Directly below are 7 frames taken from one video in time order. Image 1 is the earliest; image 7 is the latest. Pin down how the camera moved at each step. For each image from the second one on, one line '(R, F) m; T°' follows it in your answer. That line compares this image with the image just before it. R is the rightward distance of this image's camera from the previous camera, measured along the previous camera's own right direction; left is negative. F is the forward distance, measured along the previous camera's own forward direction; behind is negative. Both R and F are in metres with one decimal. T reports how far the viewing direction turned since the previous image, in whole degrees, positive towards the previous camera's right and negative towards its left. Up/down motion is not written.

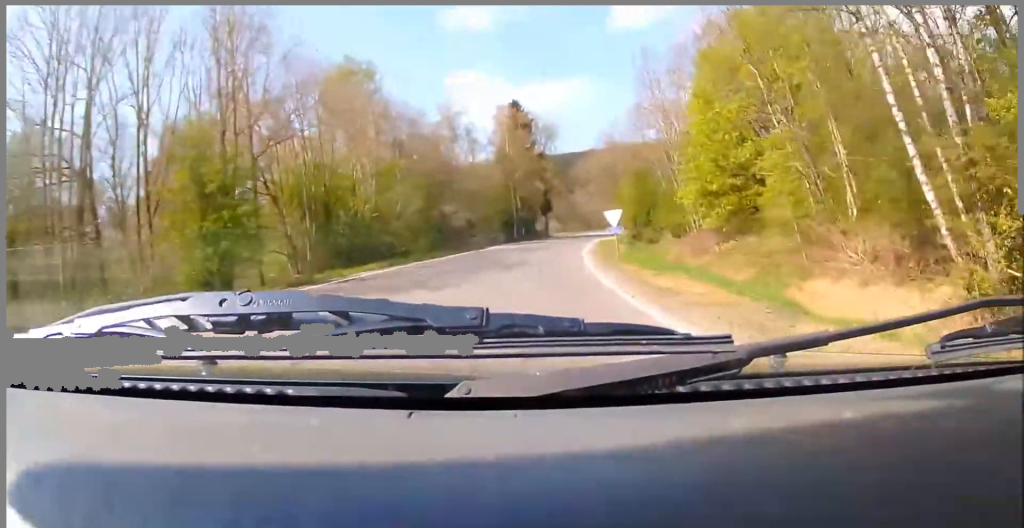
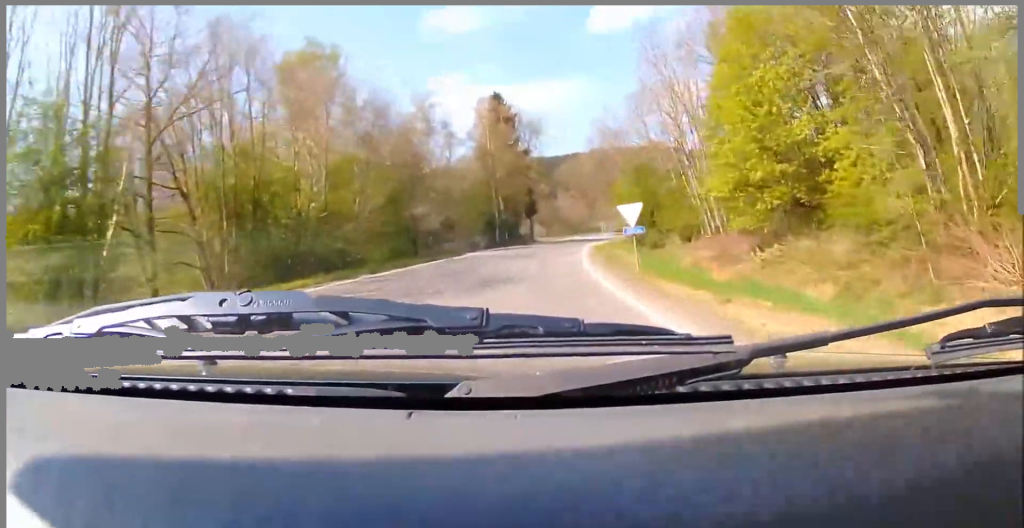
(+0.2, +7.0) m; +1°
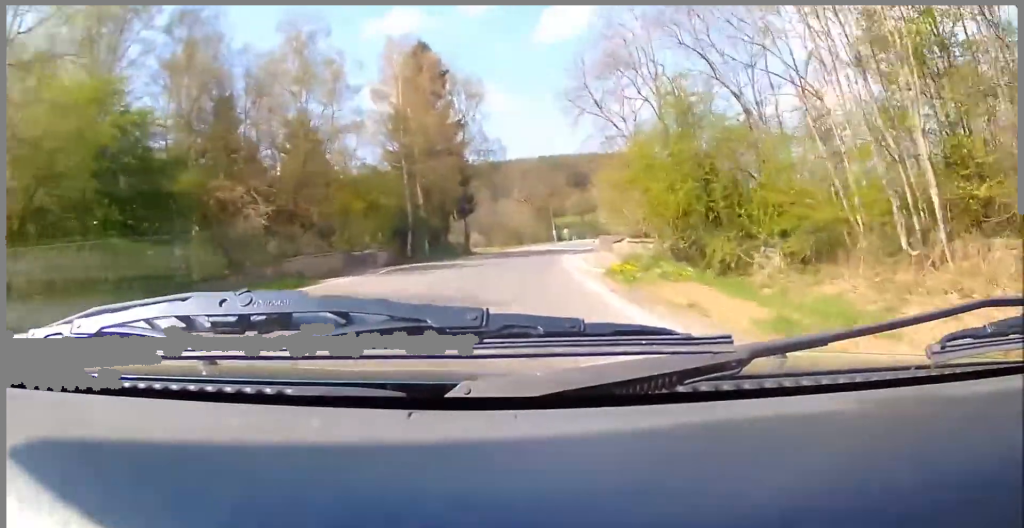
(+0.7, +23.5) m; +3°
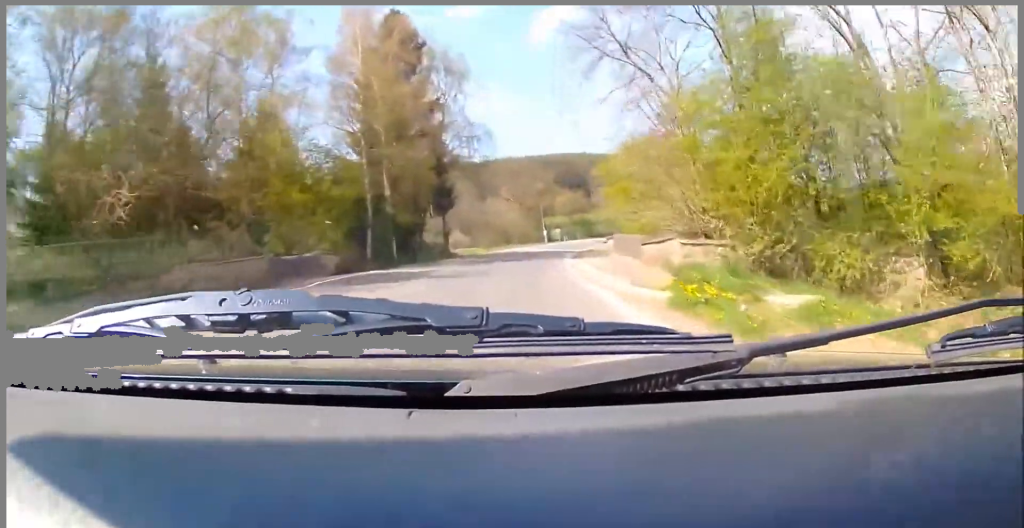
(+0.2, +7.8) m; 0°
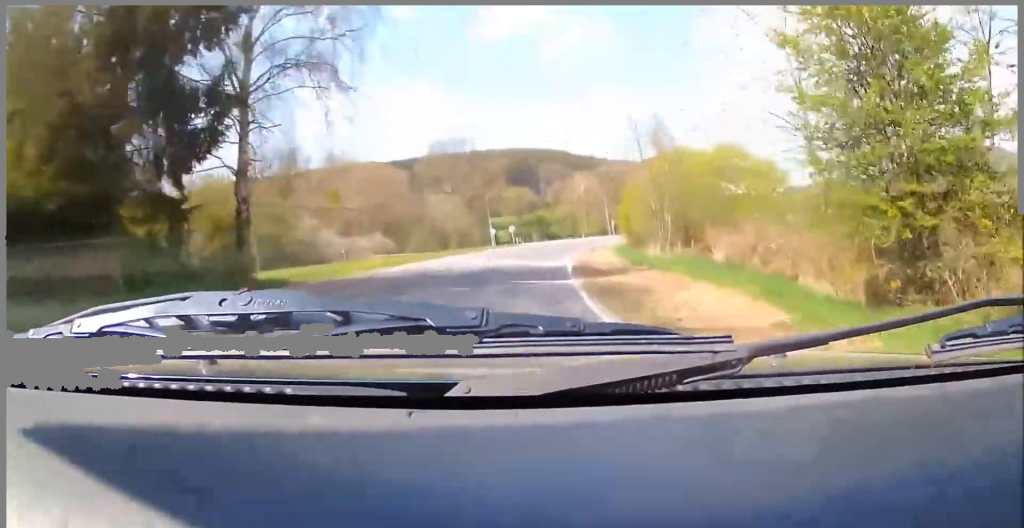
(+1.4, +28.0) m; +12°
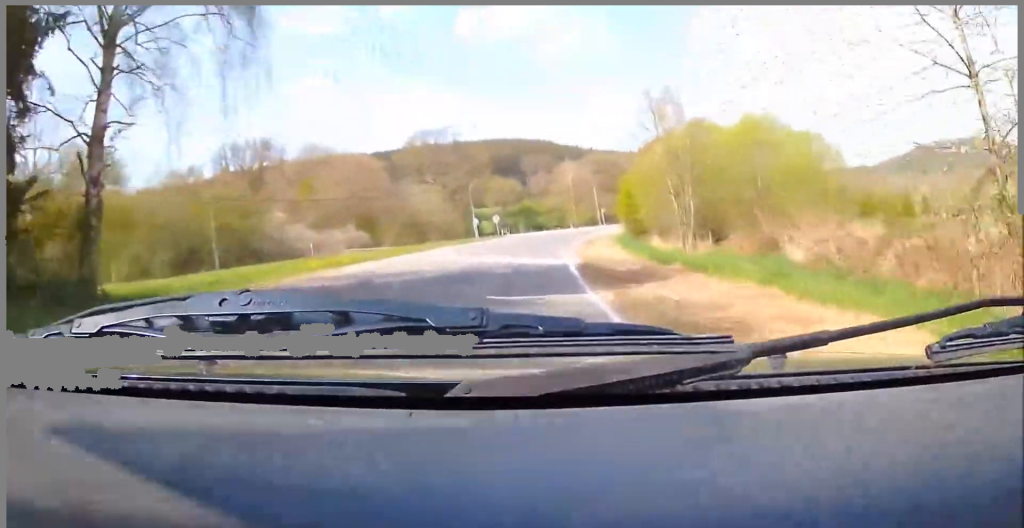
(+0.2, +6.6) m; +6°
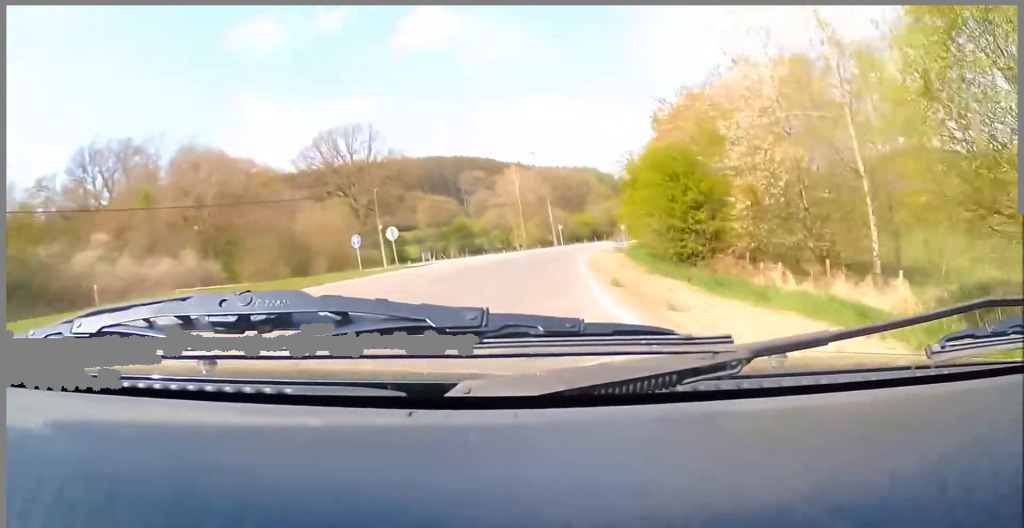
(+6.6, +29.0) m; +18°
